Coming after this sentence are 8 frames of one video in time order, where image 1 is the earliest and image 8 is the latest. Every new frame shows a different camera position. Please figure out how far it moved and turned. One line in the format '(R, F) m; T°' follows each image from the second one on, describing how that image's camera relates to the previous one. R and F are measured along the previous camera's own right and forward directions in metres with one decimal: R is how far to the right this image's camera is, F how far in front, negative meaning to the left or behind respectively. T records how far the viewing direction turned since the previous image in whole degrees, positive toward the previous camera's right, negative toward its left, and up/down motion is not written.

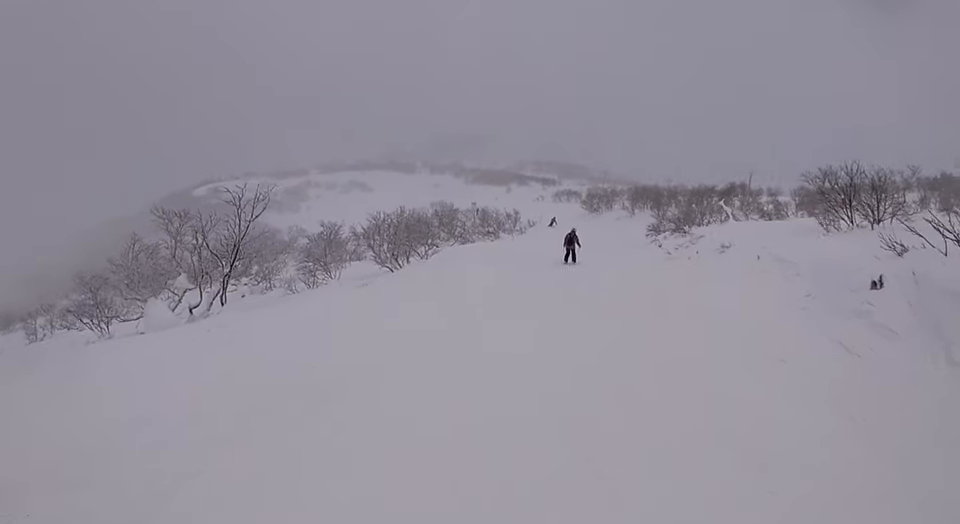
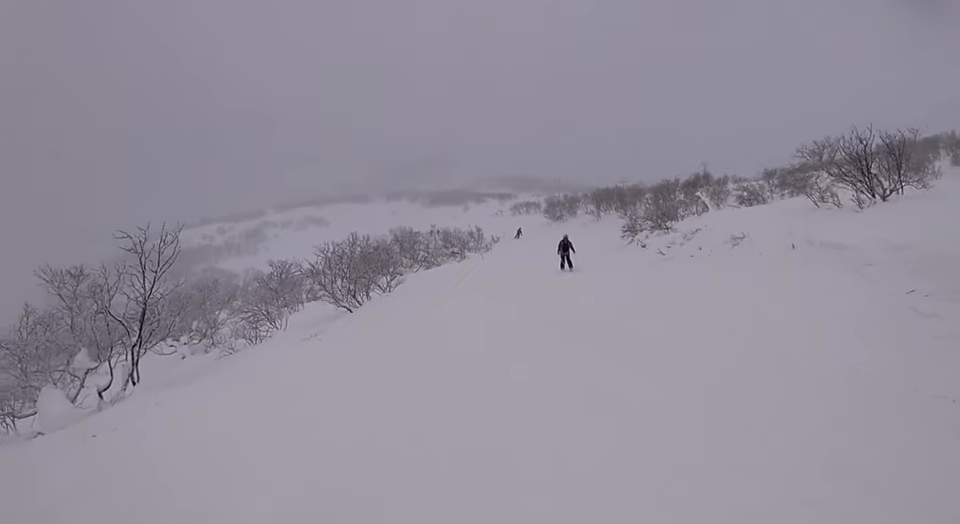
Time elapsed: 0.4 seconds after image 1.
(0.0, +3.1) m; +3°
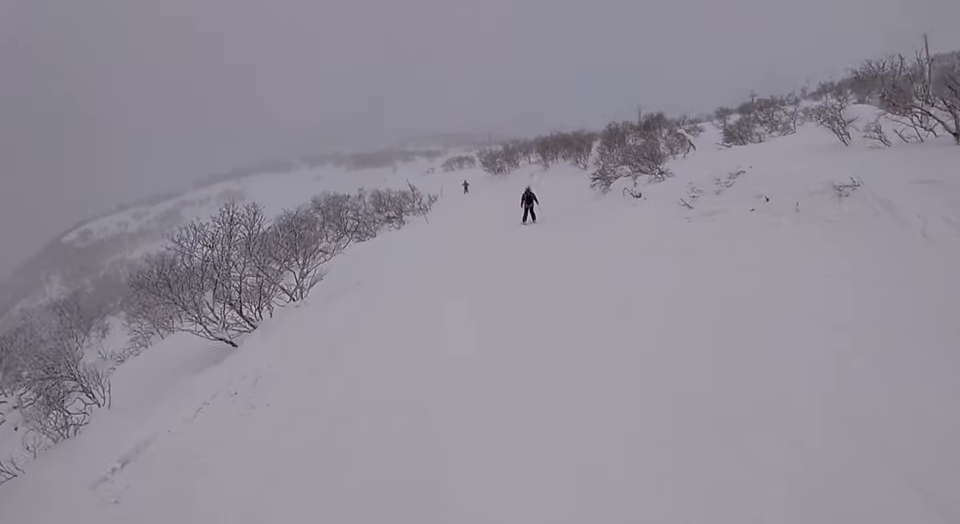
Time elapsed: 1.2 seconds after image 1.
(+0.5, +6.2) m; +6°
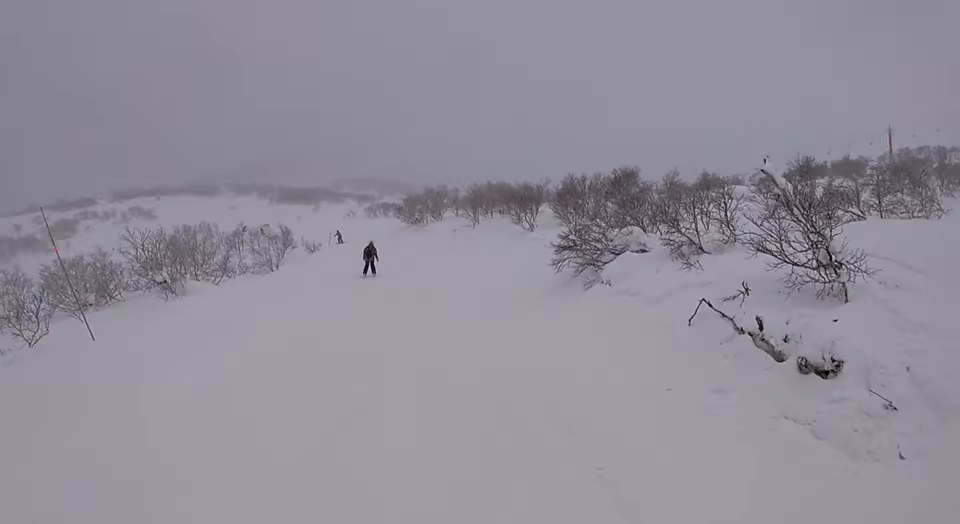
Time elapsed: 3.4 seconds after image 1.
(-0.6, +16.7) m; -14°
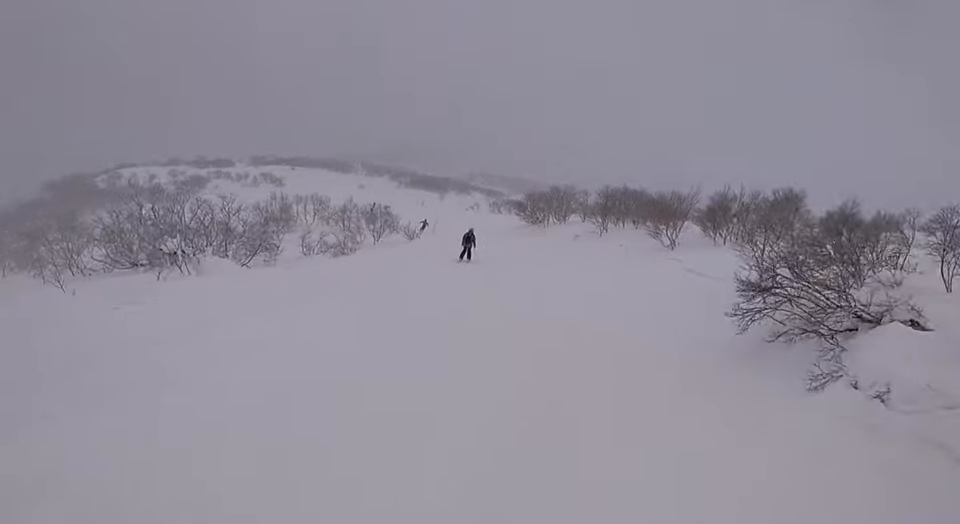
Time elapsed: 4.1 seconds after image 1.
(-0.5, +5.6) m; -5°
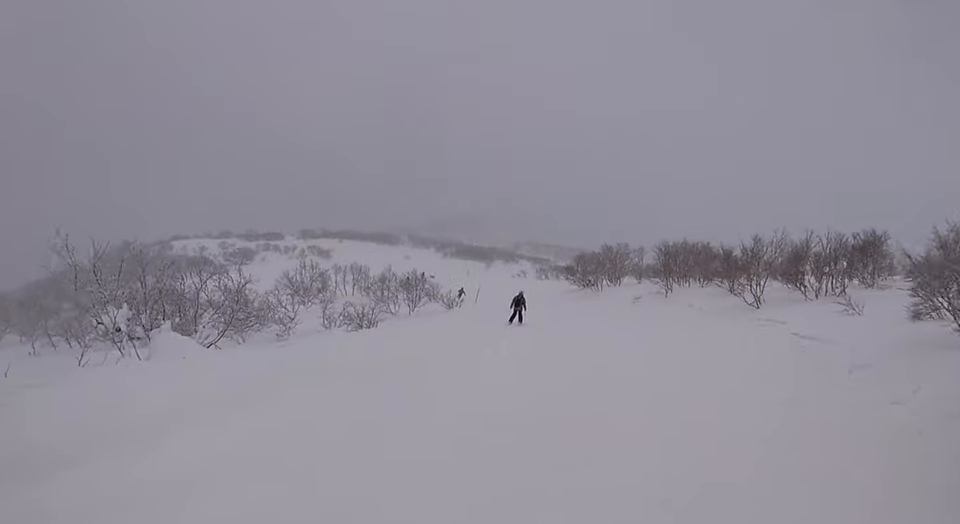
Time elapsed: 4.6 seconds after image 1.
(-0.2, +4.0) m; -1°
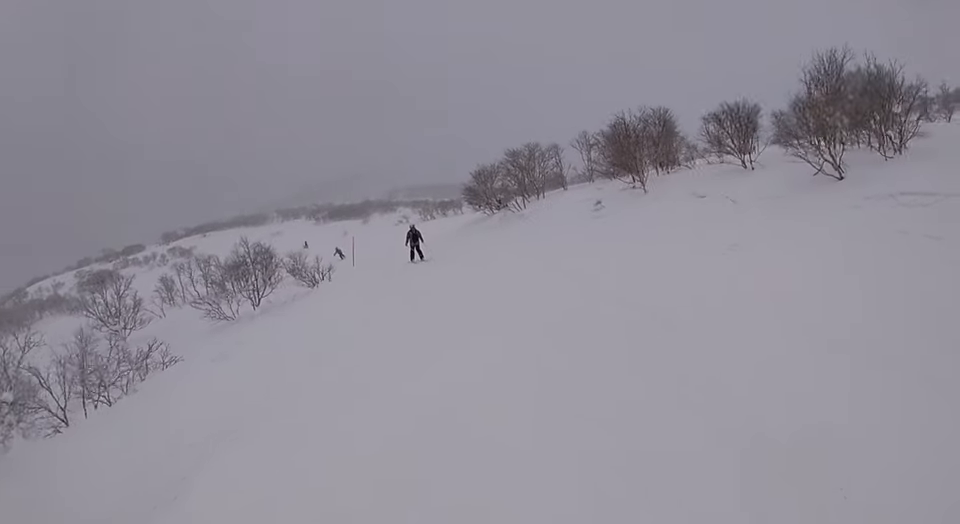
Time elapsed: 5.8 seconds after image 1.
(+0.3, +9.1) m; +2°
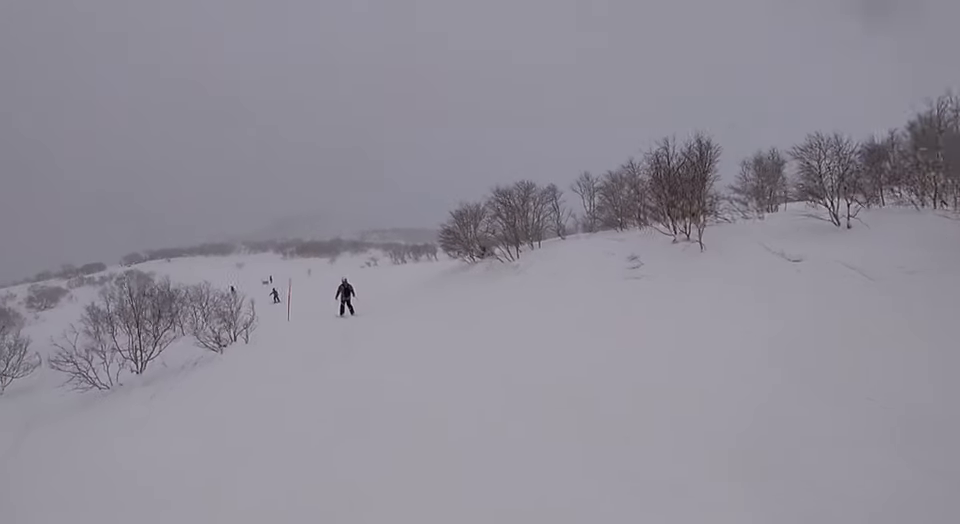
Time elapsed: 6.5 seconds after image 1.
(+0.2, +5.3) m; -5°
